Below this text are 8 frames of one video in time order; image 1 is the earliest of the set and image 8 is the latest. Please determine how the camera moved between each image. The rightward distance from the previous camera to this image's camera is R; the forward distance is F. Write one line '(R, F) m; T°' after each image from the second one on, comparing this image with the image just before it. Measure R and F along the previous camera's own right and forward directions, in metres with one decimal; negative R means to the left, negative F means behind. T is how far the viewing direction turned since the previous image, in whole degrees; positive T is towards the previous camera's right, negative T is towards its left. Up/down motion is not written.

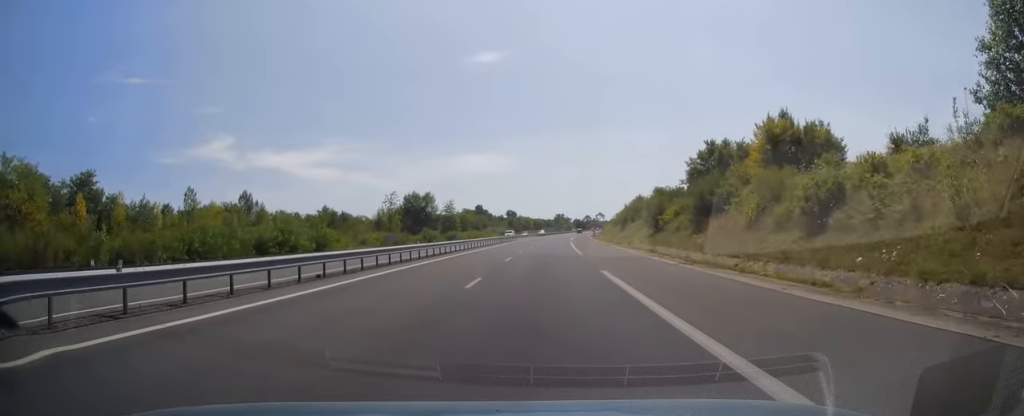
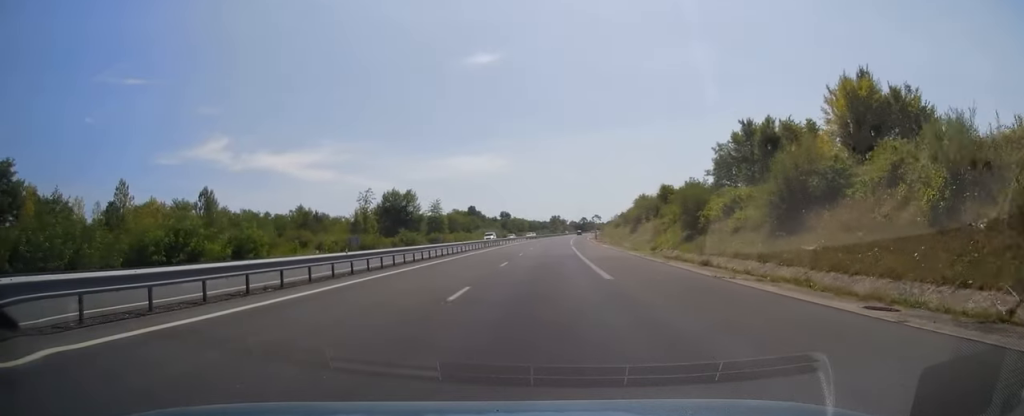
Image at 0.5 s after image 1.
(-0.2, +15.2) m; 0°
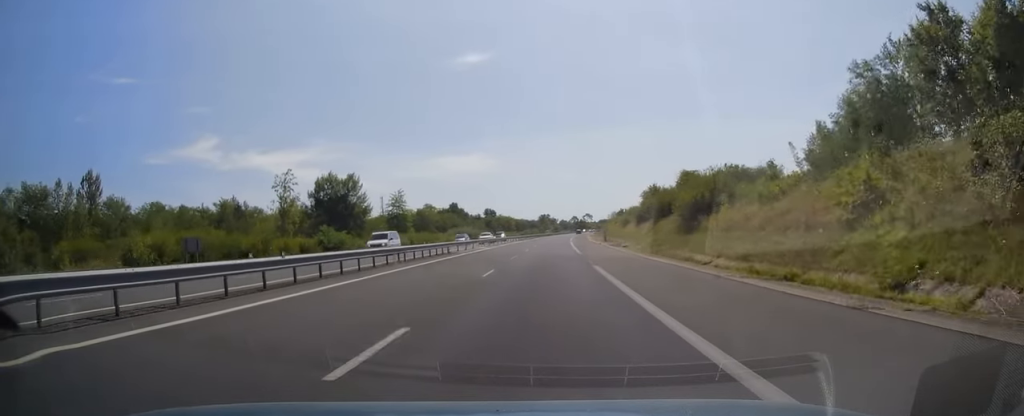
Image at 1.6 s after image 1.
(+0.6, +32.9) m; +2°
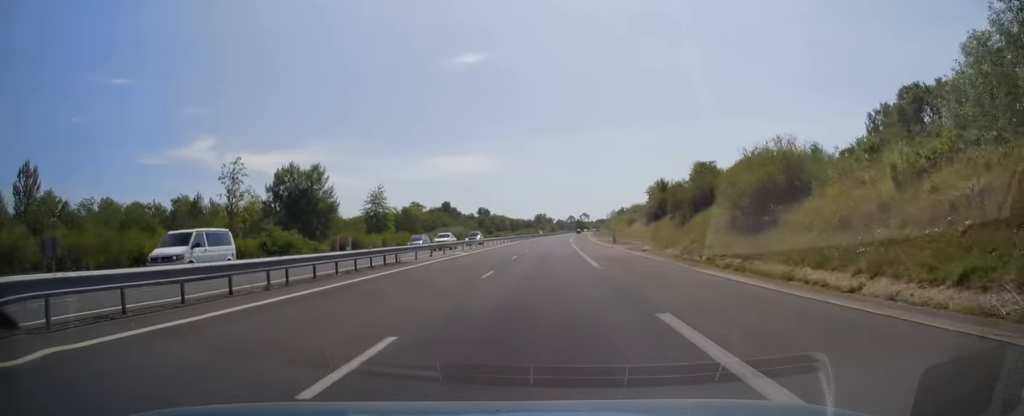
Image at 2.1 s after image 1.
(+0.1, +13.7) m; 0°
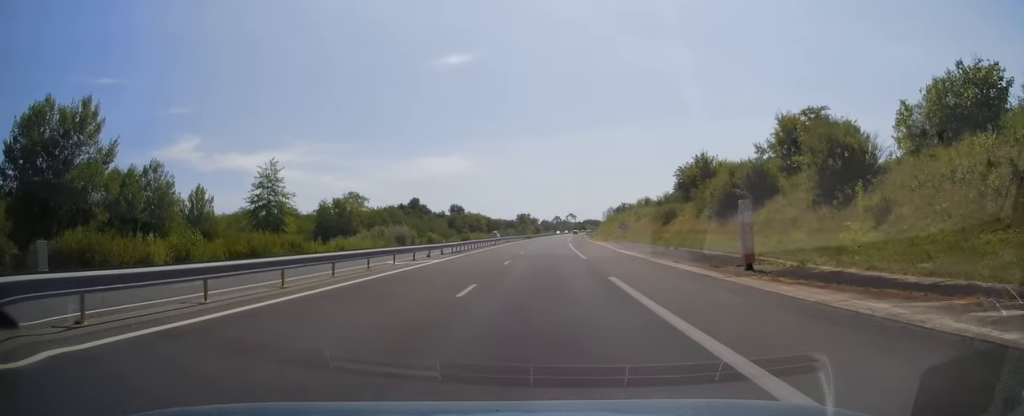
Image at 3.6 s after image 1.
(+0.4, +44.2) m; +1°
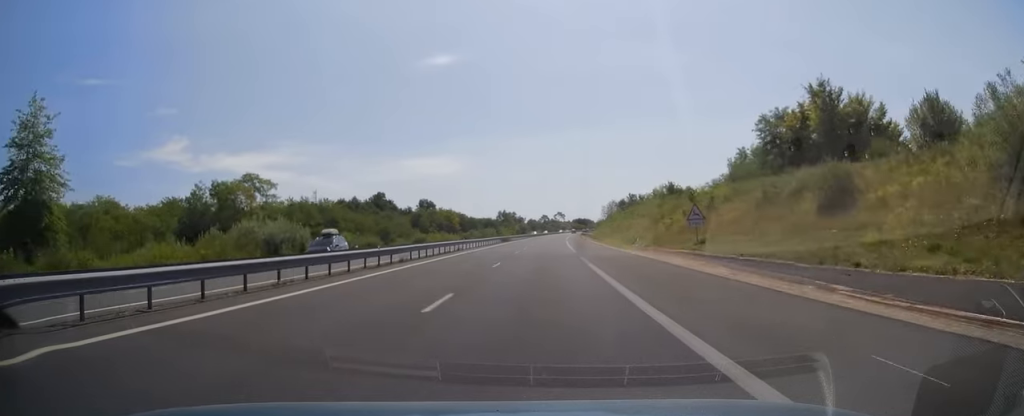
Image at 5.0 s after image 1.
(+0.6, +41.7) m; +1°
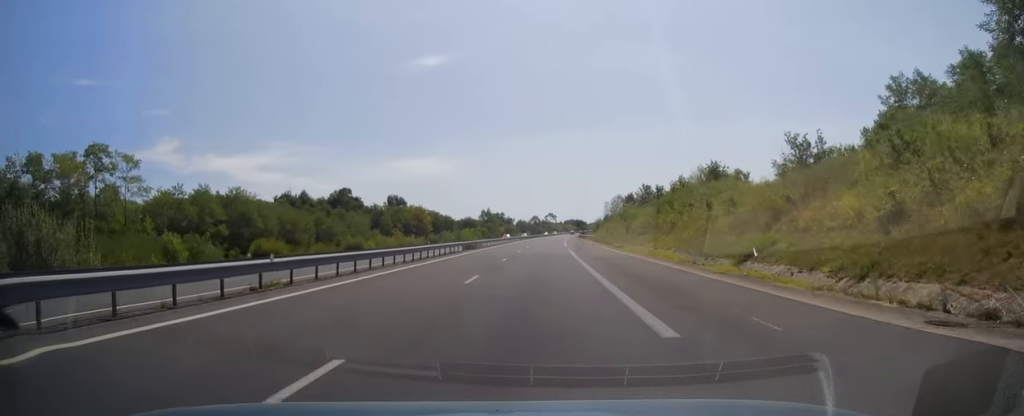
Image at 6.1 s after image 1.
(+0.3, +32.9) m; 0°
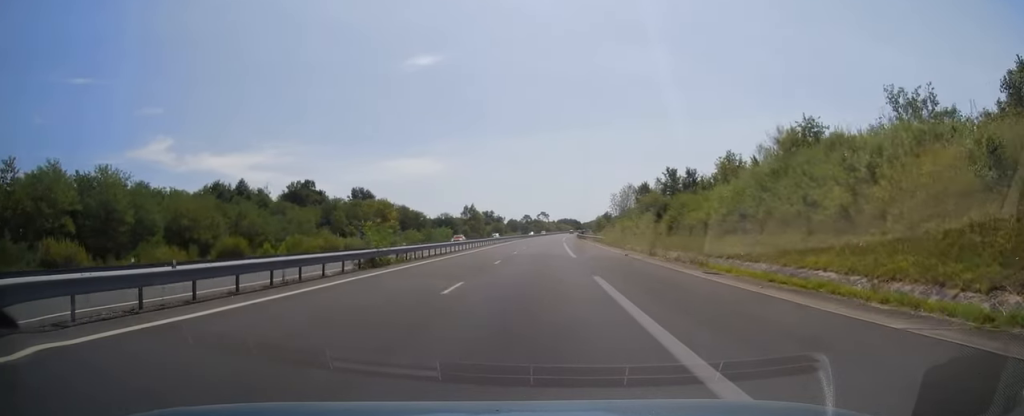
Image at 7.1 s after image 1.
(-0.1, +28.9) m; +1°
